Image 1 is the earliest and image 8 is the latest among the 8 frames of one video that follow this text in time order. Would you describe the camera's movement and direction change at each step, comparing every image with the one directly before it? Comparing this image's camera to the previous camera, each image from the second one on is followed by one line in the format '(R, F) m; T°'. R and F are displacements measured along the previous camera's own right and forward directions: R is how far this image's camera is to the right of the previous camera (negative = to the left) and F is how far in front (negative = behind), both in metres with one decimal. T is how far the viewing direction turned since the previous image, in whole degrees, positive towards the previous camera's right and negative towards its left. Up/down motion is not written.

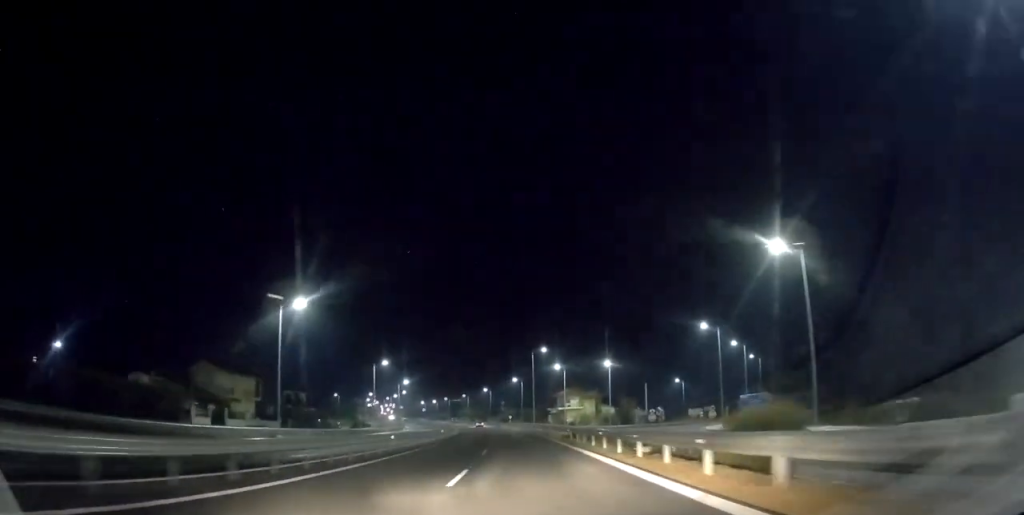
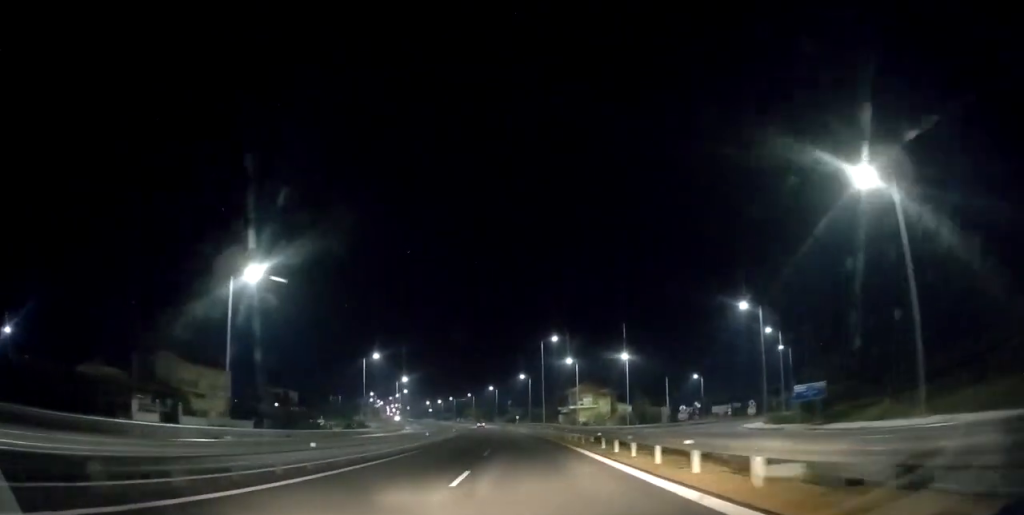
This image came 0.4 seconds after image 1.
(-0.1, +11.2) m; -1°
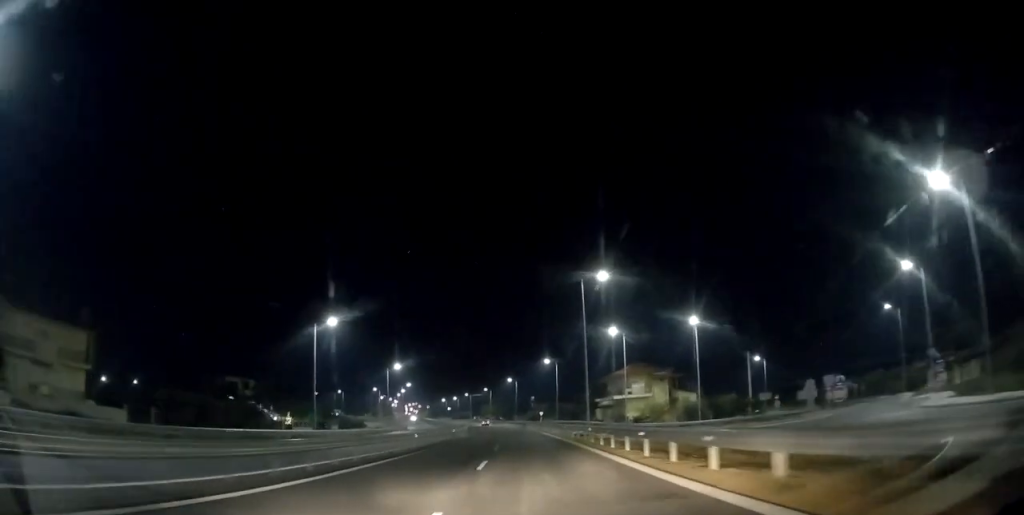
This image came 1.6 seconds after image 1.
(-1.1, +30.0) m; -4°
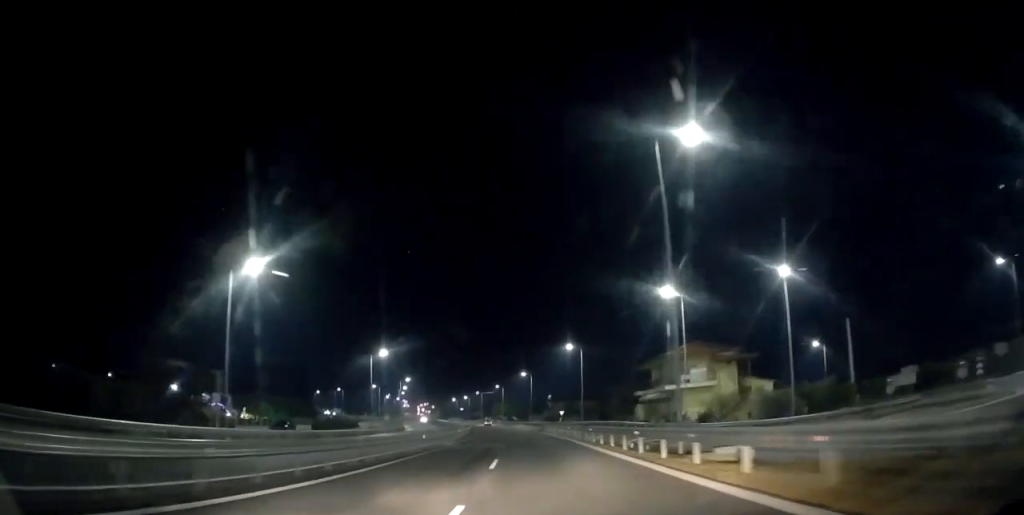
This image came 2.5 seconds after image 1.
(-0.6, +21.8) m; -1°
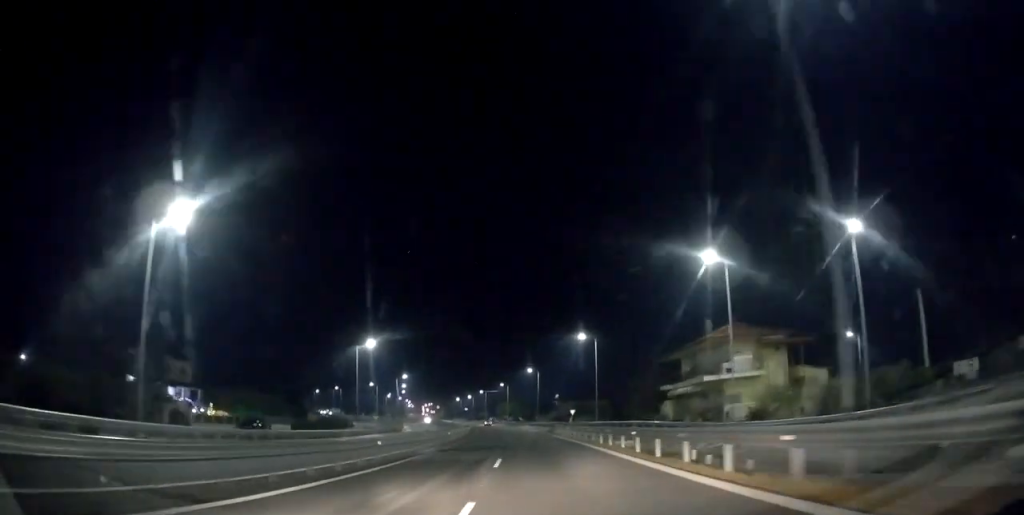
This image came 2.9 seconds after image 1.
(-0.1, +11.1) m; 0°
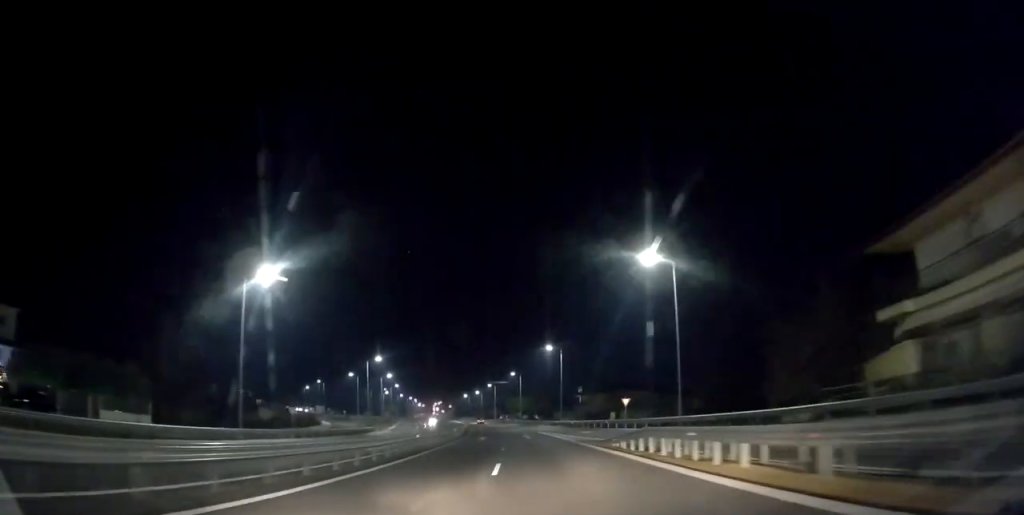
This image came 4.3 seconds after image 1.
(+0.1, +36.2) m; -1°
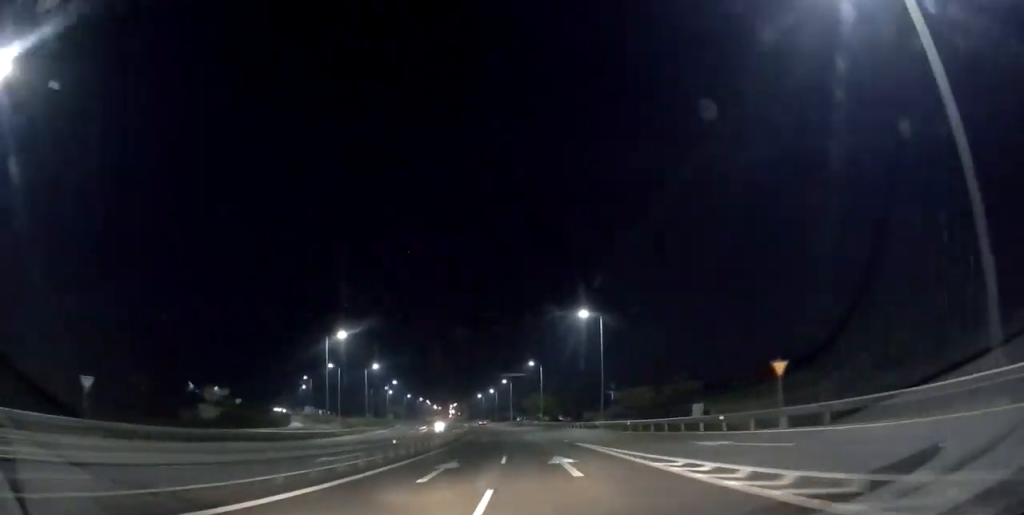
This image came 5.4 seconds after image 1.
(-0.6, +28.9) m; -2°
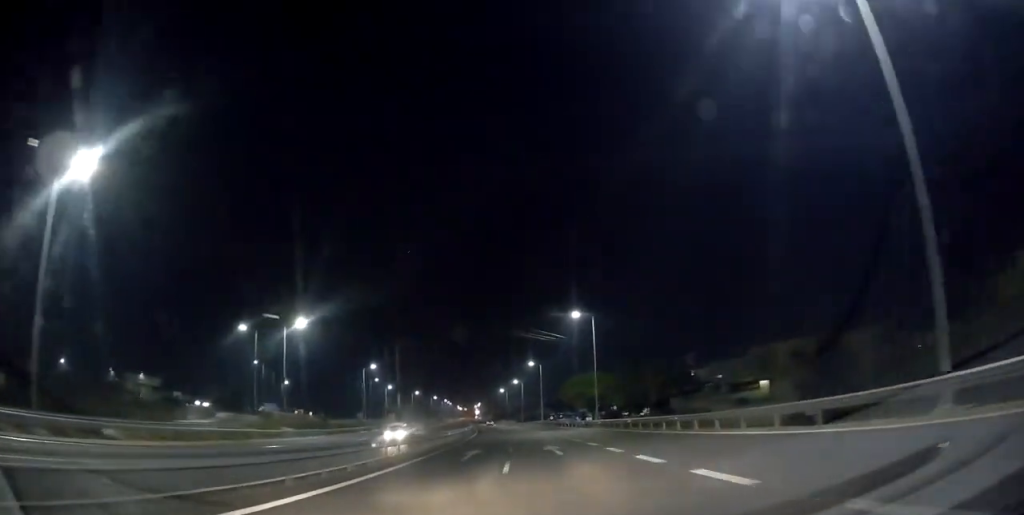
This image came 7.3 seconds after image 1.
(-1.2, +48.8) m; -3°
